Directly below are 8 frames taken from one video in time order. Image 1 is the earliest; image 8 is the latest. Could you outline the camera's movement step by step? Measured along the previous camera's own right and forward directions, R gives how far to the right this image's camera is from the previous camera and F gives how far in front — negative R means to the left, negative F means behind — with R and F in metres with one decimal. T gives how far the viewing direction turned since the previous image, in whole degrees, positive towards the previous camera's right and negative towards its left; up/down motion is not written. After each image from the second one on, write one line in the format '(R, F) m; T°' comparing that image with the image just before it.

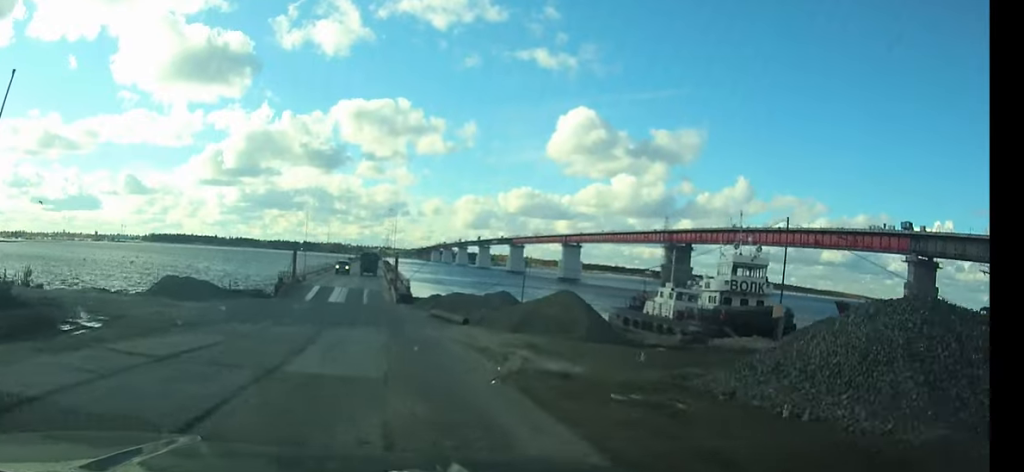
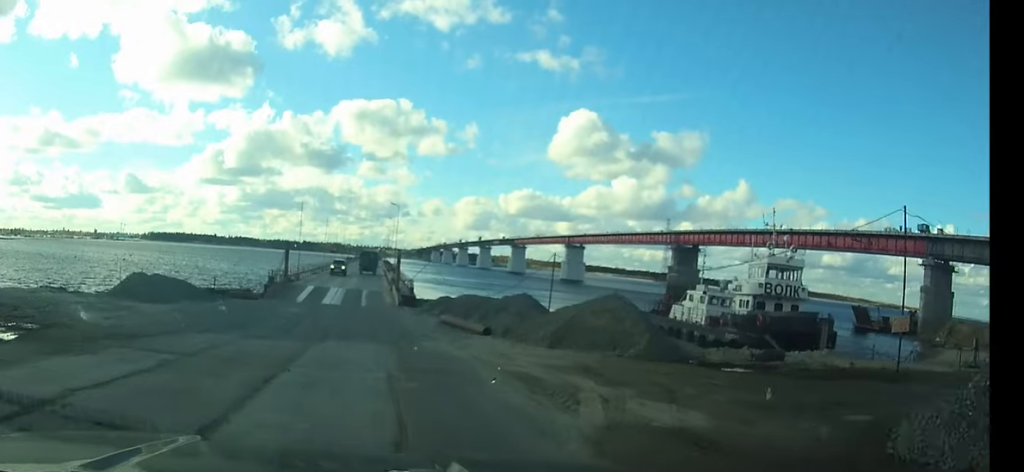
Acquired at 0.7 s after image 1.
(0.0, +4.1) m; 0°
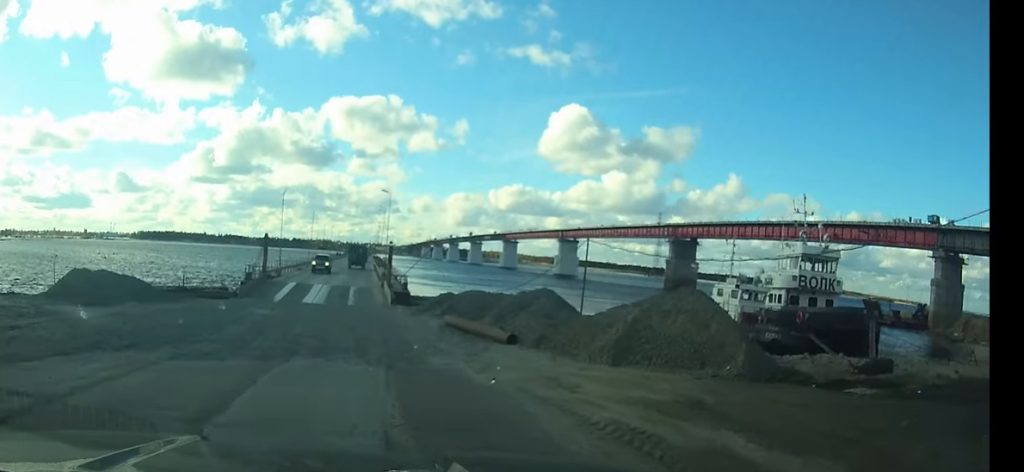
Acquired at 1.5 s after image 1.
(0.0, +4.9) m; 0°
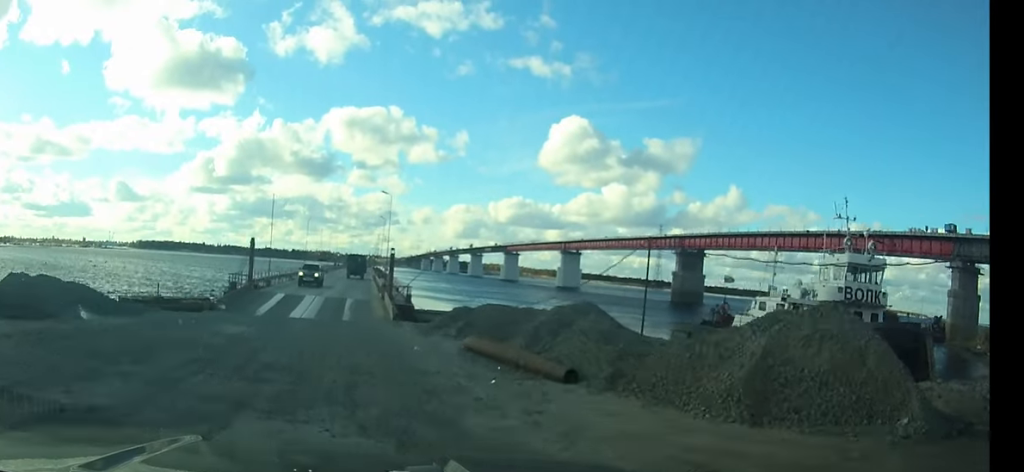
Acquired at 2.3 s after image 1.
(0.0, +4.6) m; 0°
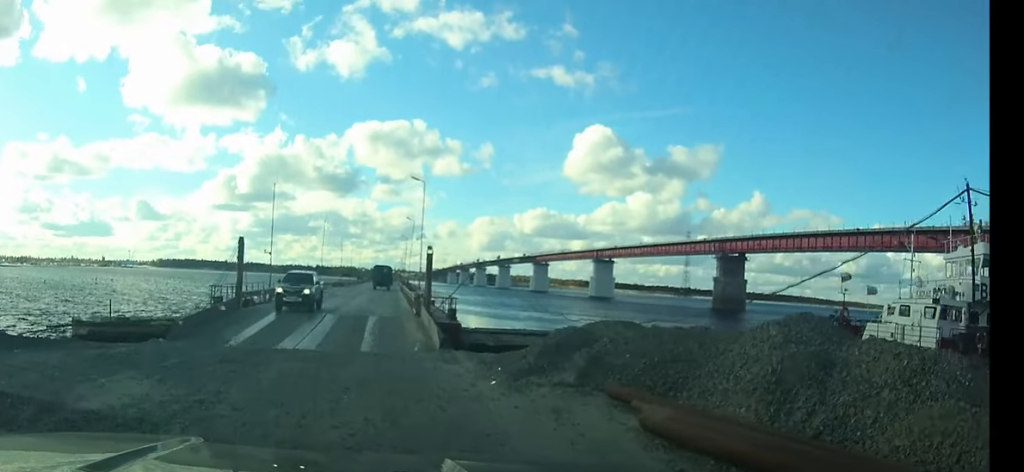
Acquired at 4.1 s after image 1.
(-0.1, +9.0) m; -1°
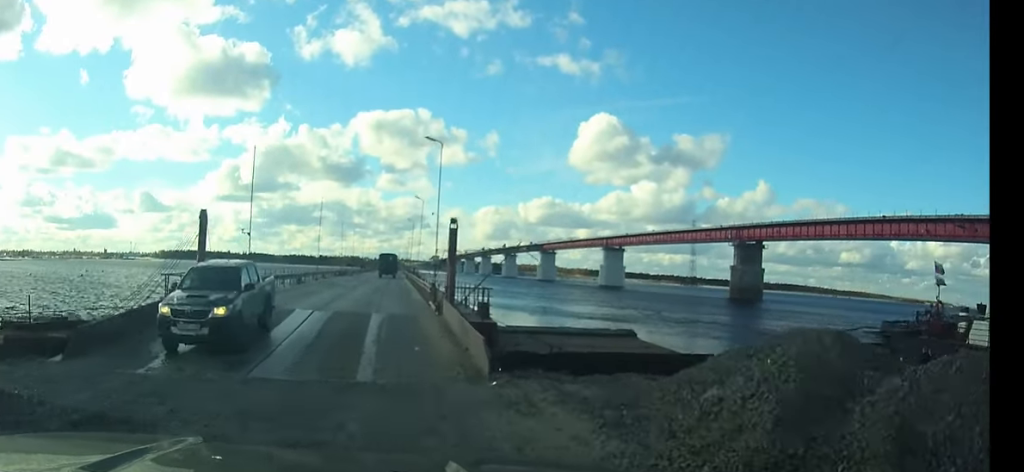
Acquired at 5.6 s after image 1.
(-0.1, +6.9) m; -1°
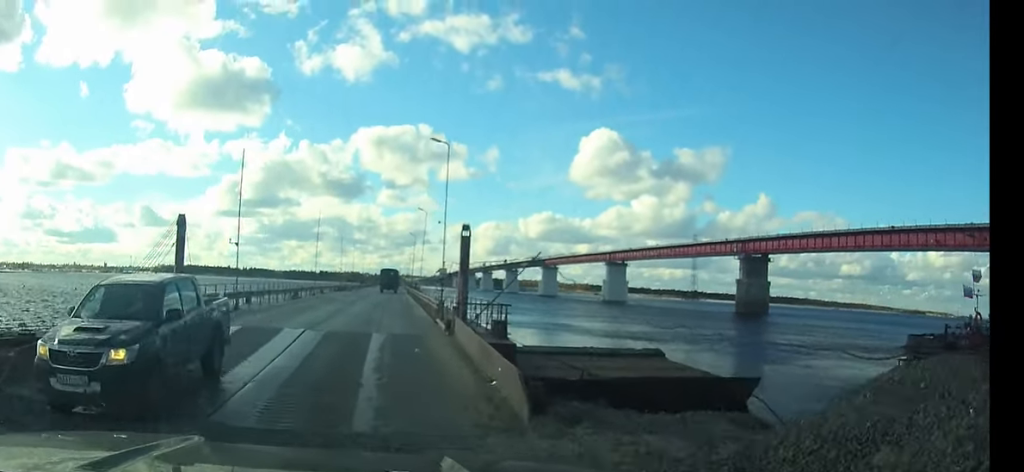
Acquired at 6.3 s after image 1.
(0.0, +2.7) m; 0°
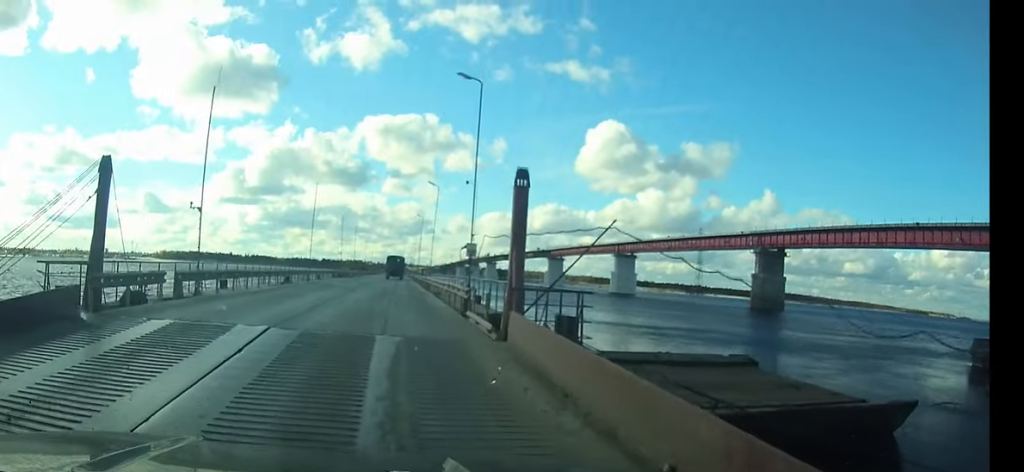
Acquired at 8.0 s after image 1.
(0.0, +7.0) m; 0°
